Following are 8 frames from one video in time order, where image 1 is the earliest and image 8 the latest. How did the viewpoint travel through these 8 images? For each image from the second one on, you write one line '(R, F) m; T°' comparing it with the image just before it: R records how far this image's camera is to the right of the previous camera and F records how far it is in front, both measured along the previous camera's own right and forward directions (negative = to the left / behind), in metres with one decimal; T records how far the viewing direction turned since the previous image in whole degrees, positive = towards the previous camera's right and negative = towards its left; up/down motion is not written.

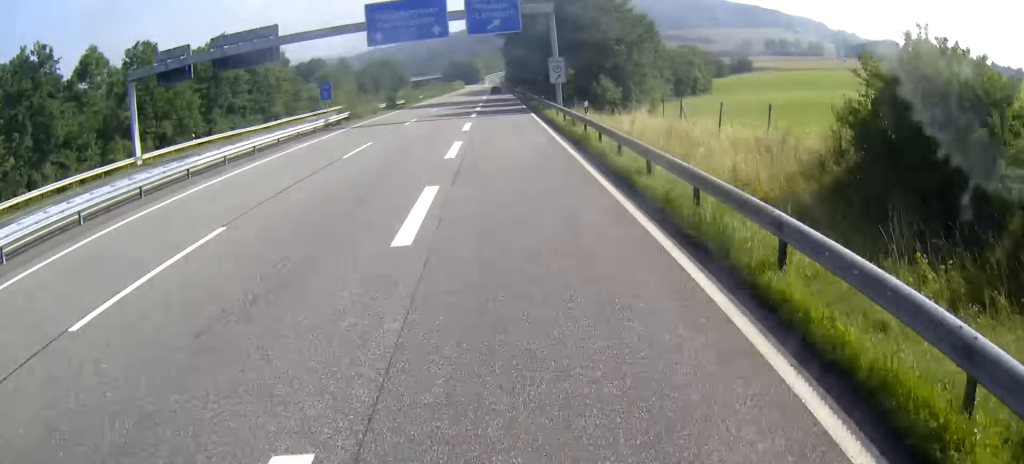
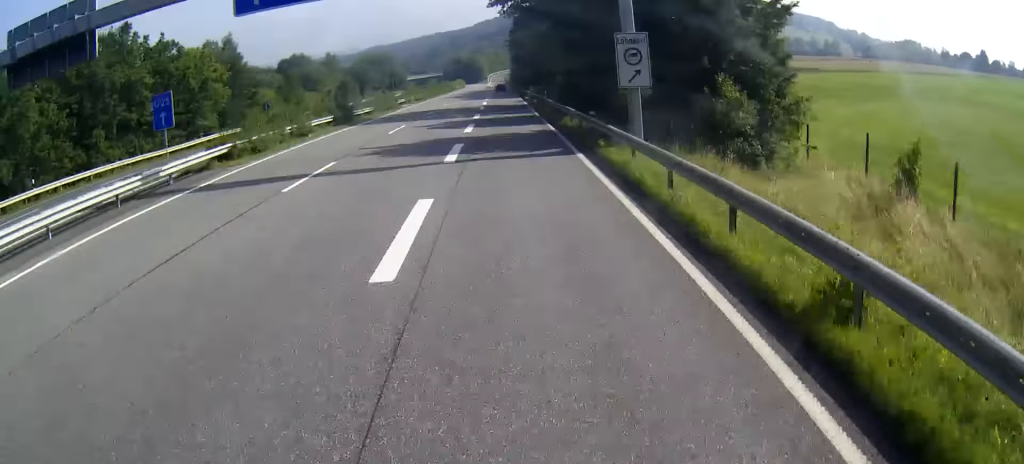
(0.0, +25.7) m; 0°
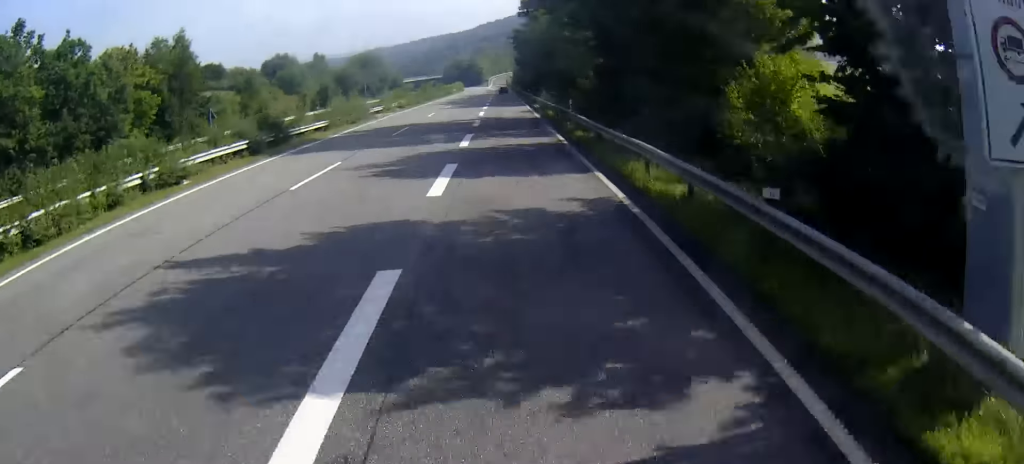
(0.0, +17.4) m; 0°
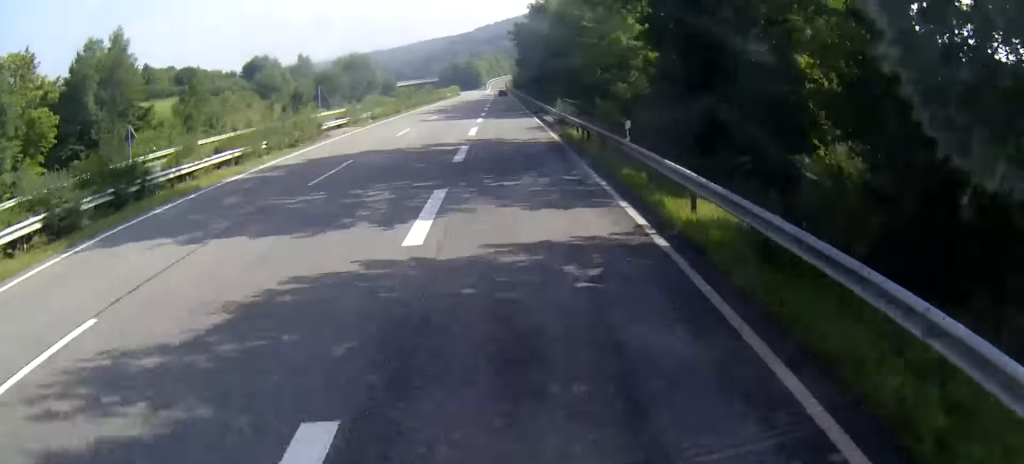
(0.0, +16.4) m; 0°
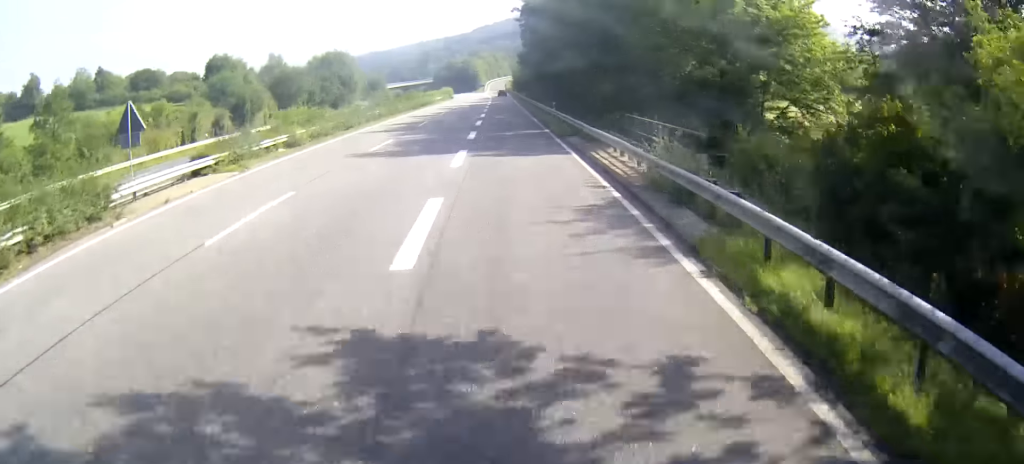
(+0.1, +24.6) m; 0°
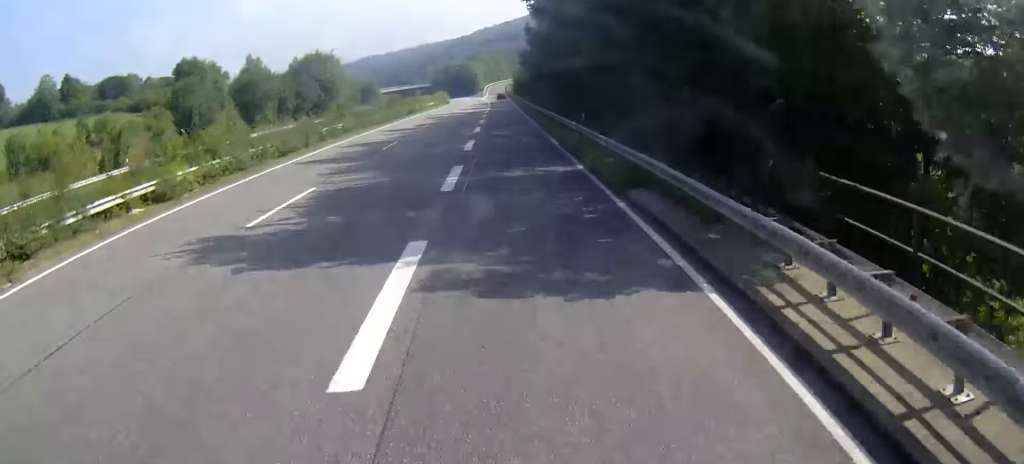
(0.0, +15.7) m; 0°
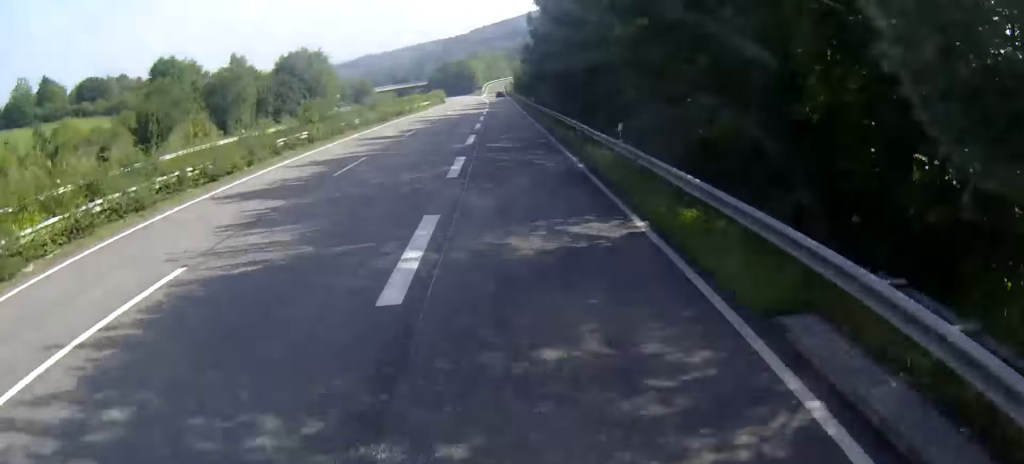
(0.0, +9.2) m; 0°
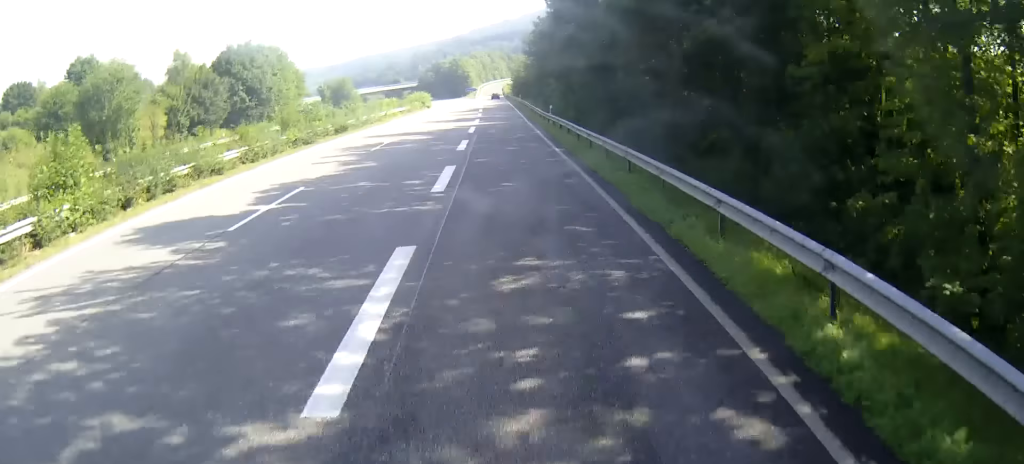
(0.0, +26.4) m; 0°
